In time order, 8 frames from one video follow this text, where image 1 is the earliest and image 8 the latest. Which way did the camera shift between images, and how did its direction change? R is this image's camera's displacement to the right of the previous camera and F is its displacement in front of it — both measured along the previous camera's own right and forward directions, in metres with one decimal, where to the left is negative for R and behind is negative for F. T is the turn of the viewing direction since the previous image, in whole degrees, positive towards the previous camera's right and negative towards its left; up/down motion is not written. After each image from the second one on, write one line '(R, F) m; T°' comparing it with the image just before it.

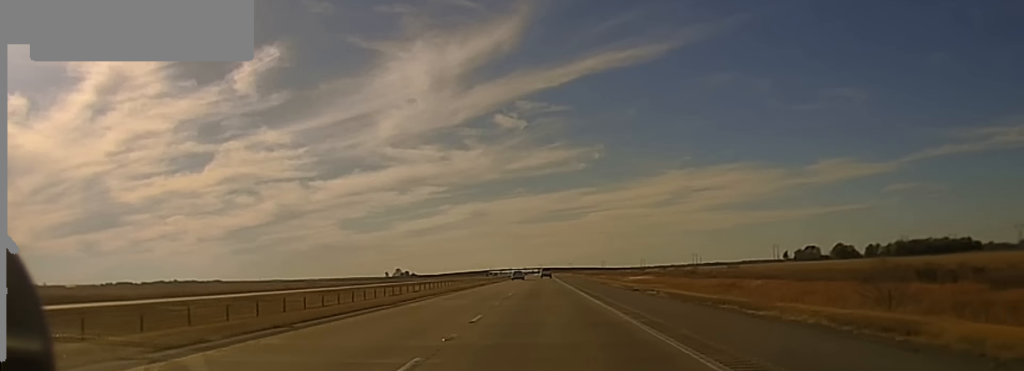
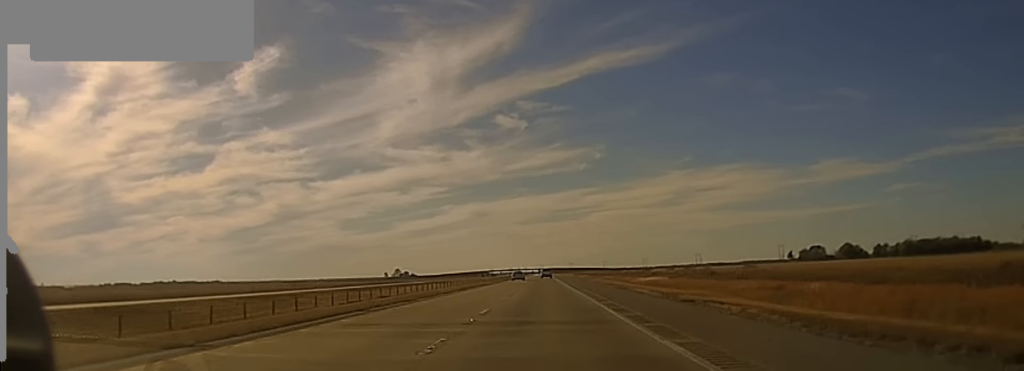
(0.0, +18.7) m; 0°
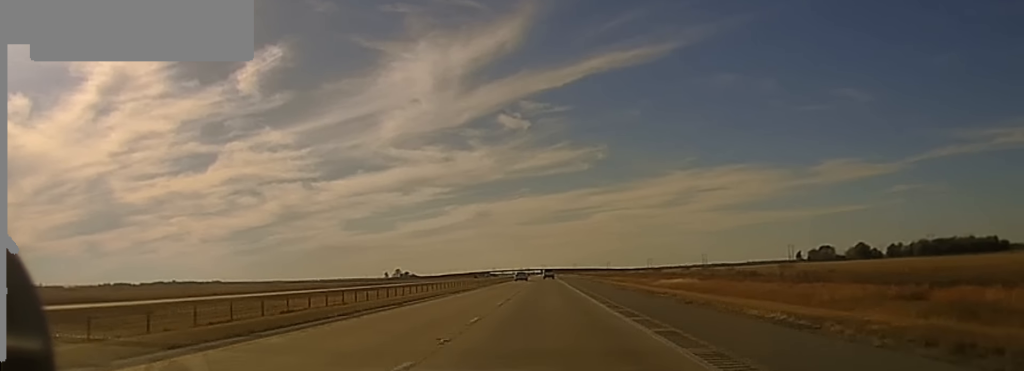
(+0.2, +30.0) m; 0°
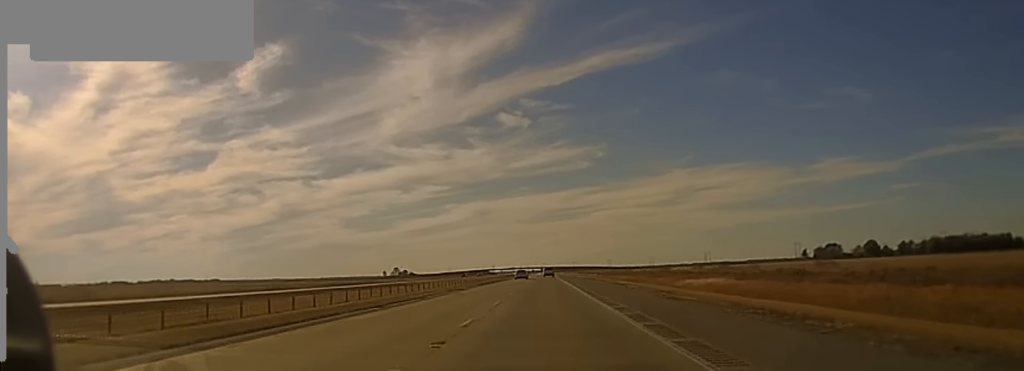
(0.0, +25.5) m; 0°
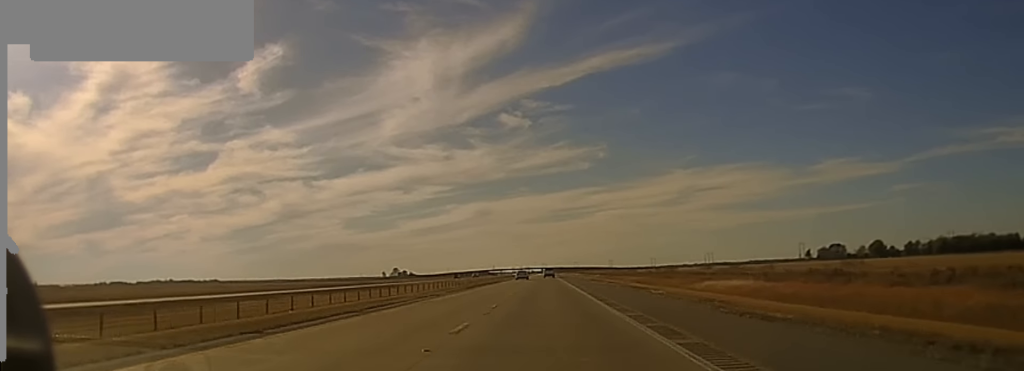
(-0.1, +16.4) m; 0°
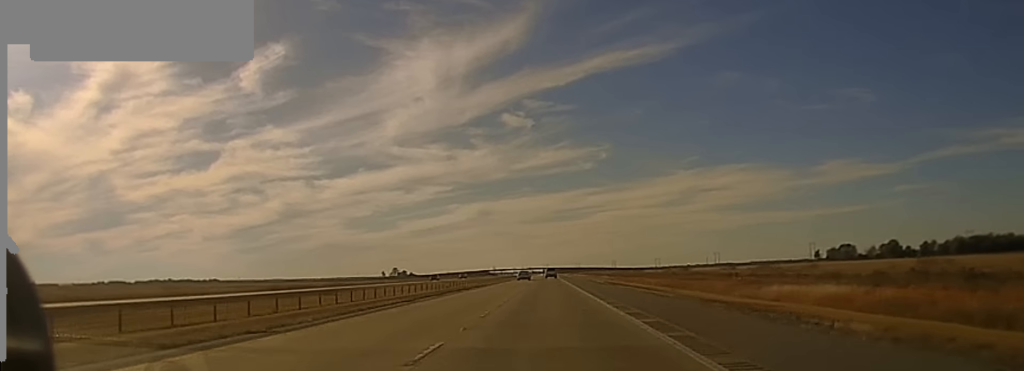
(-0.1, +33.4) m; 0°
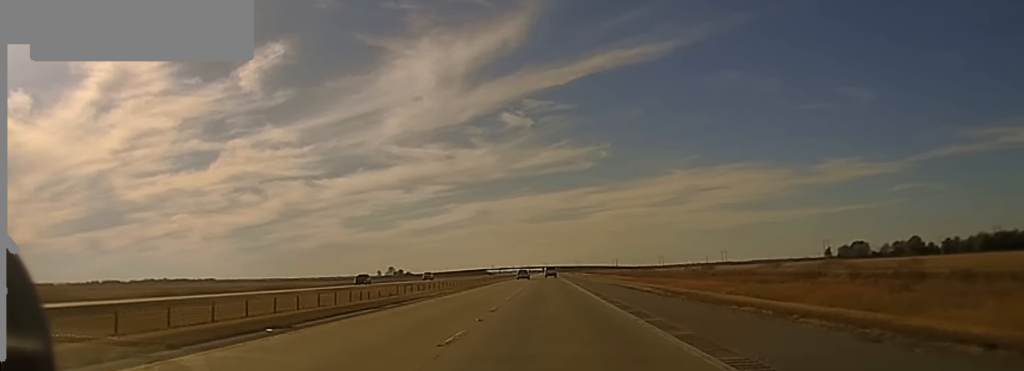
(0.0, +50.0) m; 0°
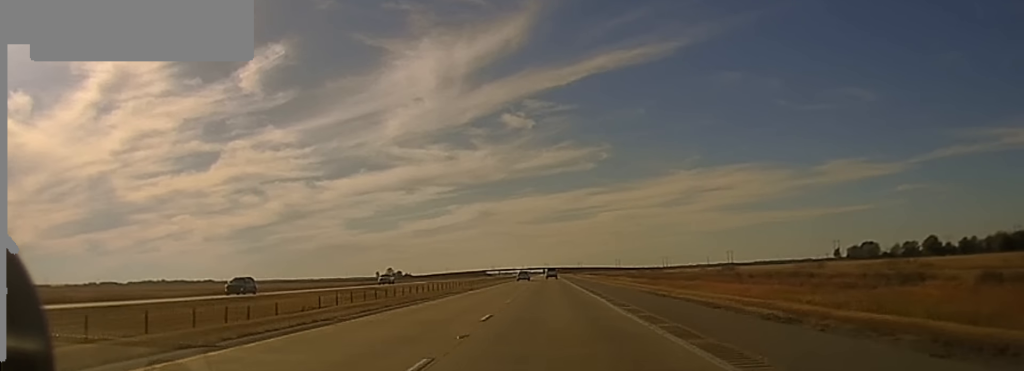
(0.0, +29.7) m; 0°
